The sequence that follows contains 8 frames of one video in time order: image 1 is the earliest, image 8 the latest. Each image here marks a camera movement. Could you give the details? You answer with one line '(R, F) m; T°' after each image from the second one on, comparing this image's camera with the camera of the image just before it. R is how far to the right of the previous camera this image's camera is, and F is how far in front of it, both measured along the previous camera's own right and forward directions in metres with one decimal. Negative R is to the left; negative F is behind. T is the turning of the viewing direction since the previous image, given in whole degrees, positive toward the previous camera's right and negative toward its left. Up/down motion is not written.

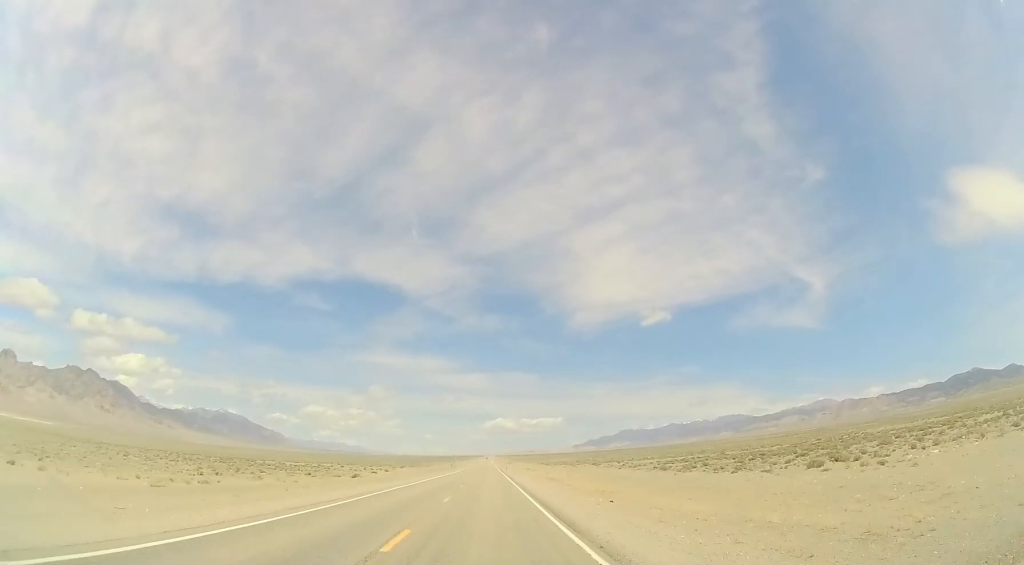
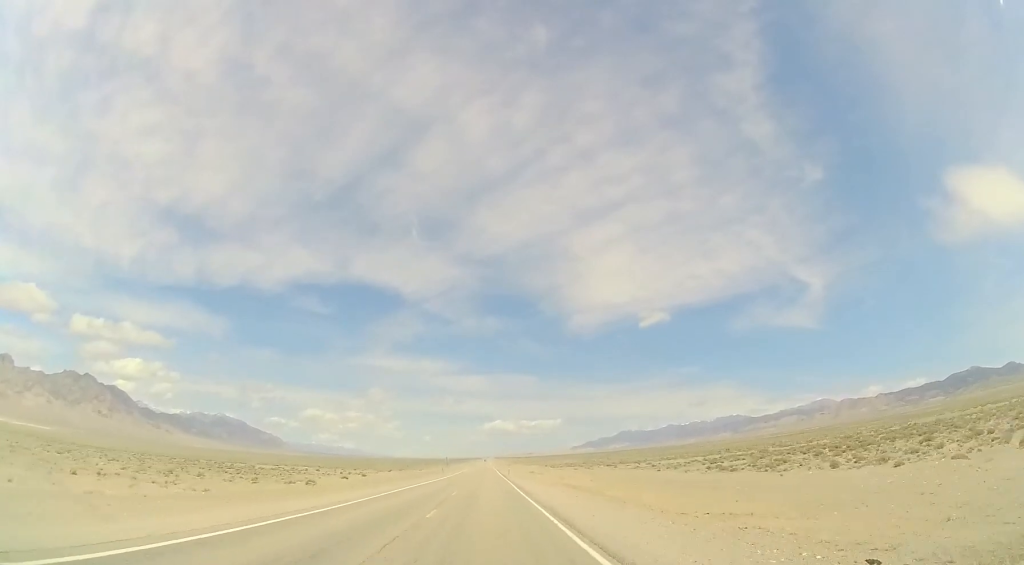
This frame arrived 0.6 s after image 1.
(0.0, +18.3) m; 0°
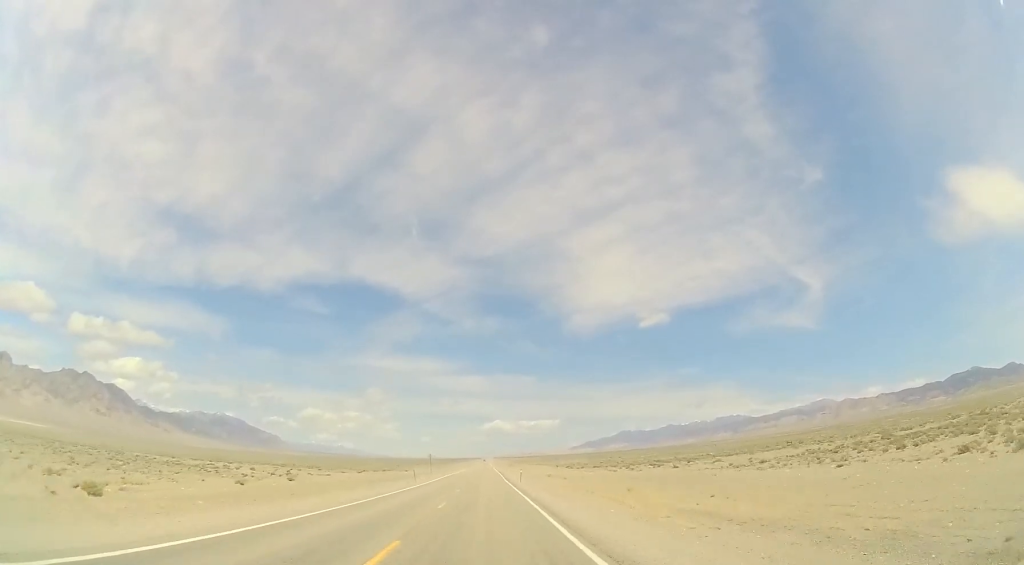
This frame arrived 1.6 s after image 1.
(-0.1, +32.5) m; 0°
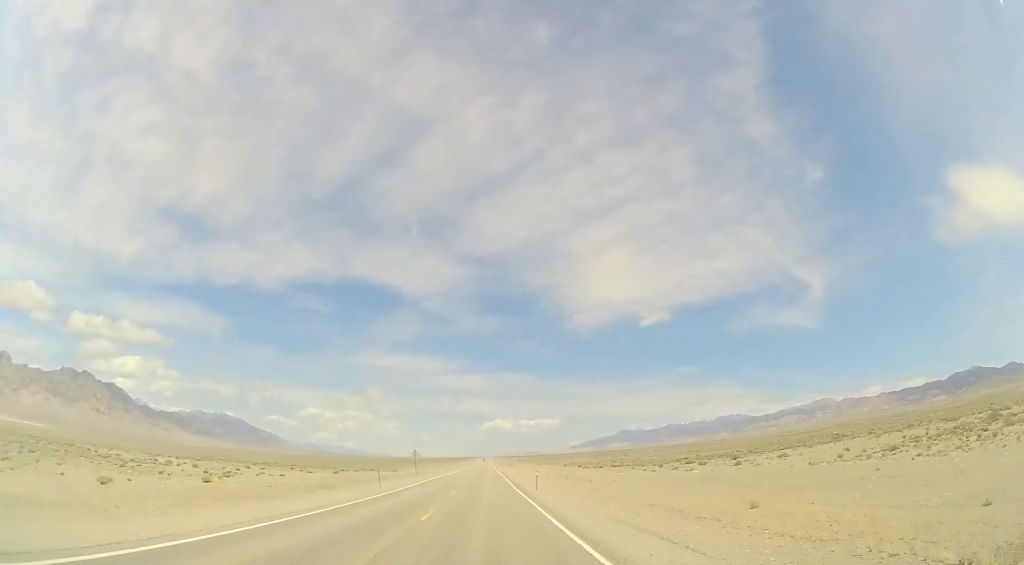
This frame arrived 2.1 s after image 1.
(-0.1, +17.4) m; 0°
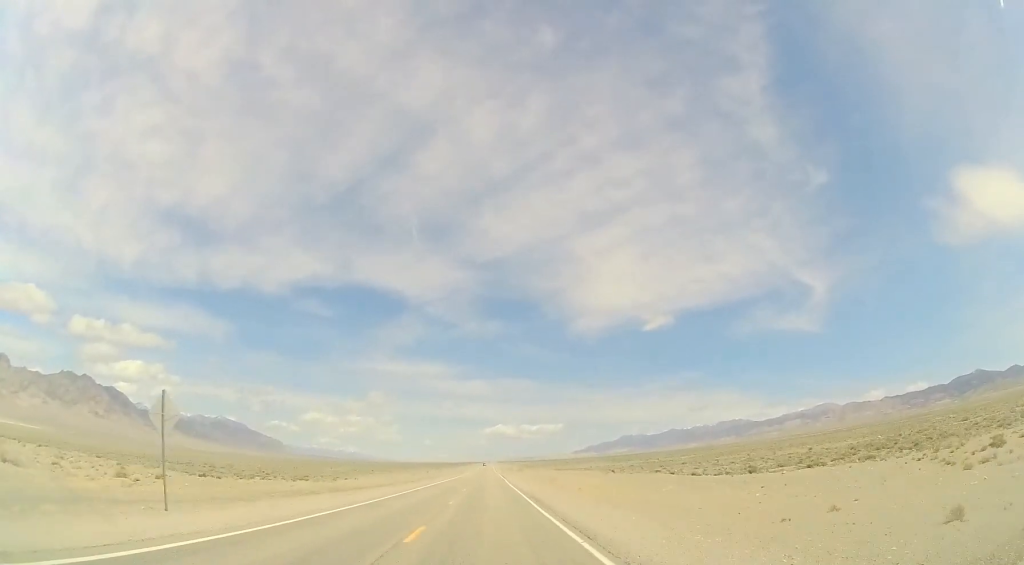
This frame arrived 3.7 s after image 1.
(+0.1, +53.5) m; 0°
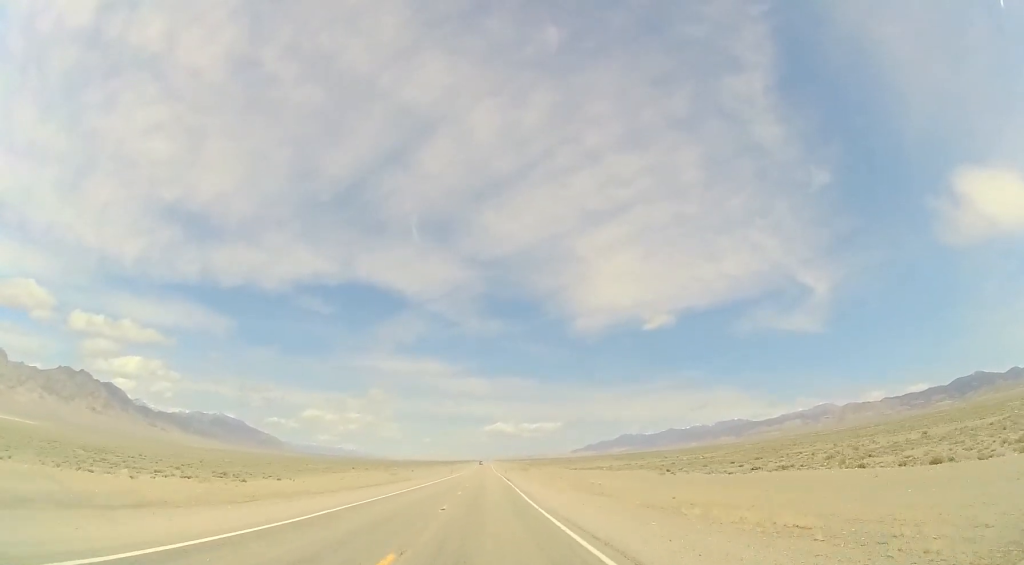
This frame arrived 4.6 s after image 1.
(0.0, +29.4) m; 0°
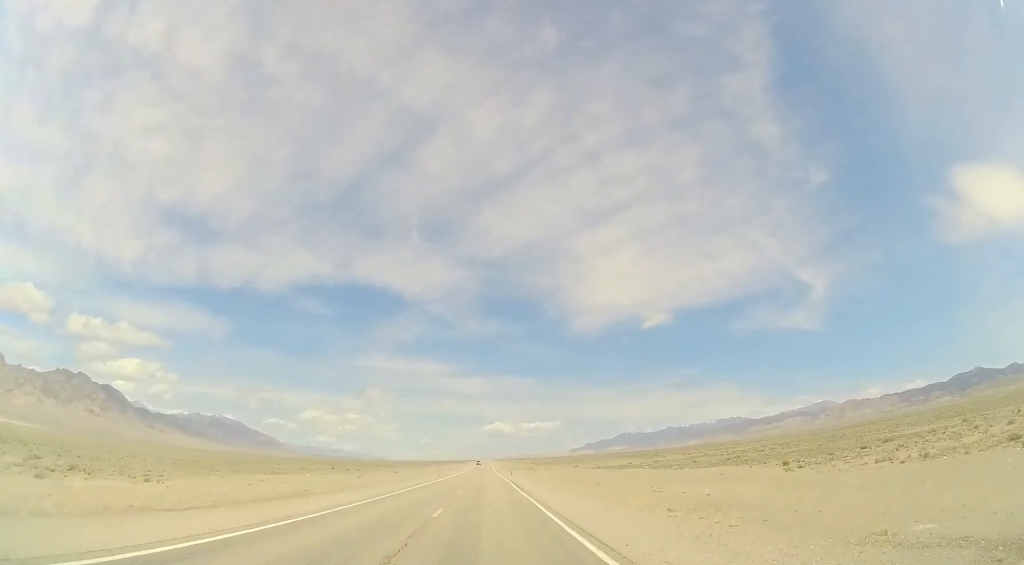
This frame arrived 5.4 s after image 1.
(0.0, +26.2) m; 0°
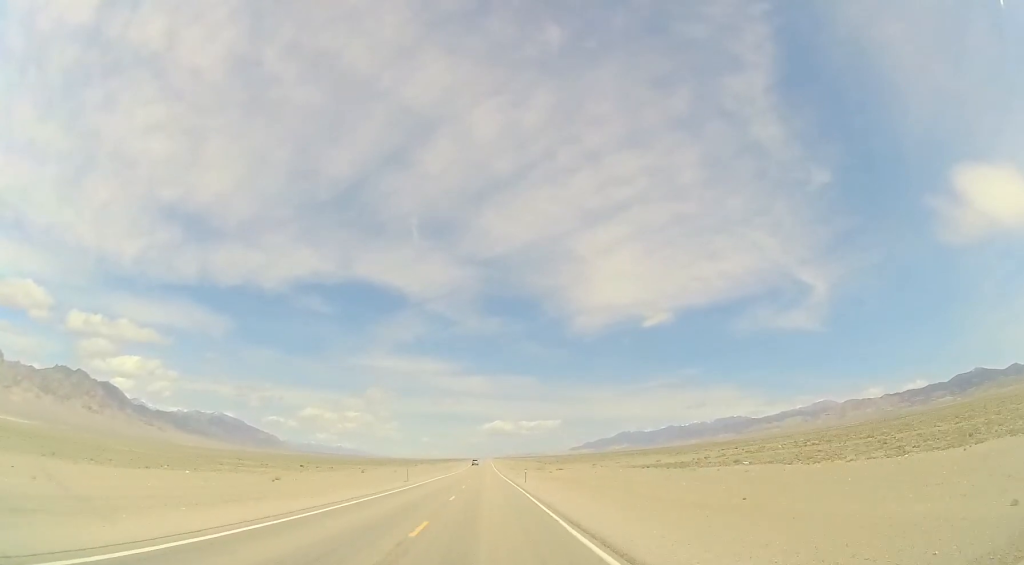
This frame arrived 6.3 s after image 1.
(0.0, +29.5) m; 0°
